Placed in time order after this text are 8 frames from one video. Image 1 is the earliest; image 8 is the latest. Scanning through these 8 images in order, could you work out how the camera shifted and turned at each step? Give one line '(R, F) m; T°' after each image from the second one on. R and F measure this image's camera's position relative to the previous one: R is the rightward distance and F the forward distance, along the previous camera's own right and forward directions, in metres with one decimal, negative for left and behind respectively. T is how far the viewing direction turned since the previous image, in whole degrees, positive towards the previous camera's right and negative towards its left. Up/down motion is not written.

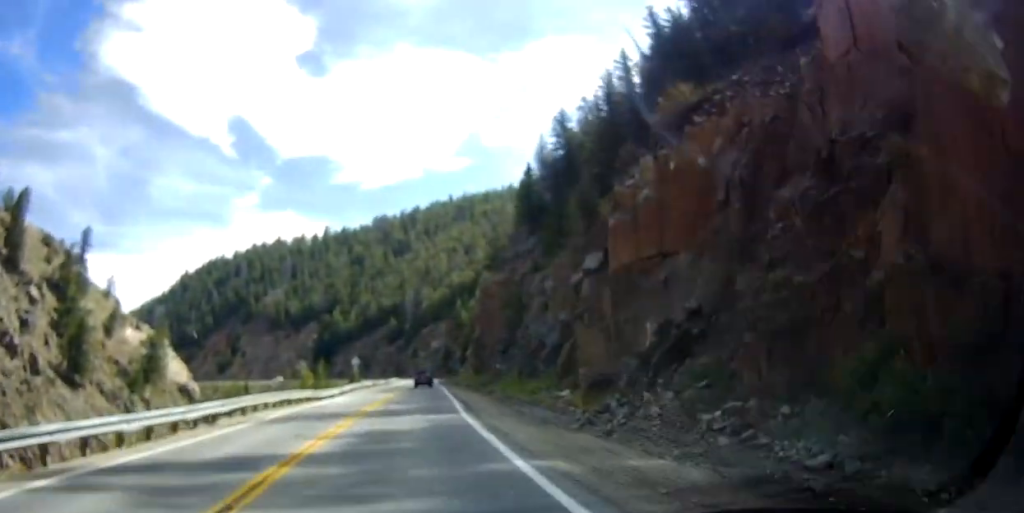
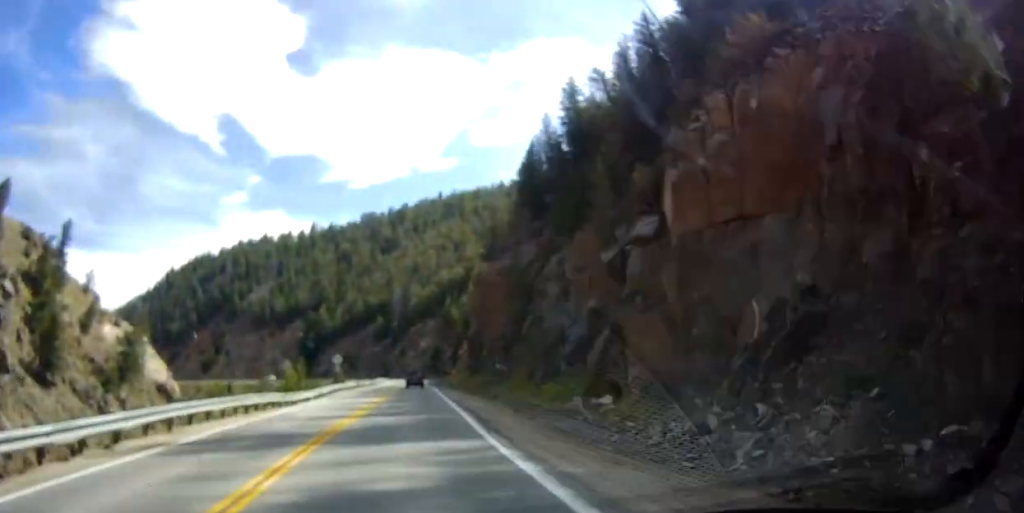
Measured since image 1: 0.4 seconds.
(0.0, +8.1) m; +1°
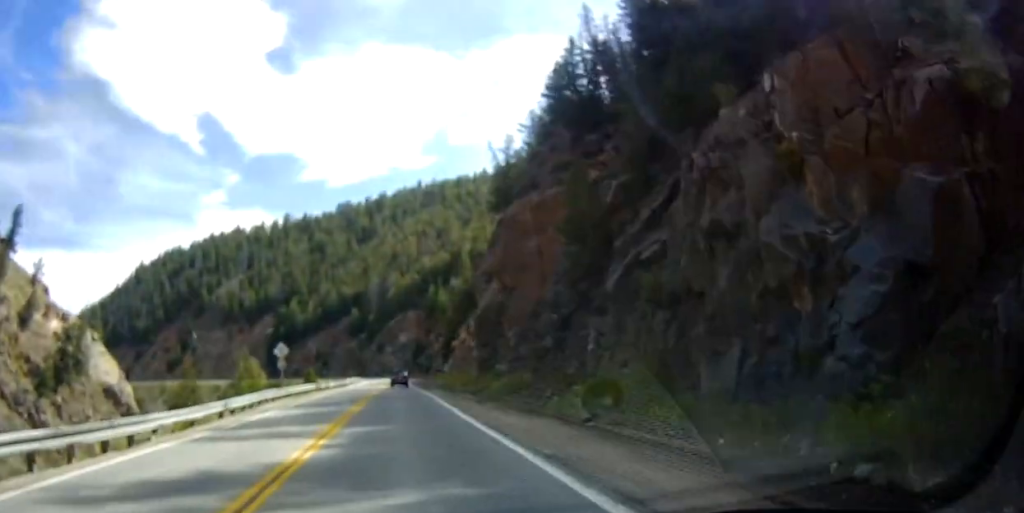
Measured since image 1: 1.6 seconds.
(+0.6, +23.3) m; +3°
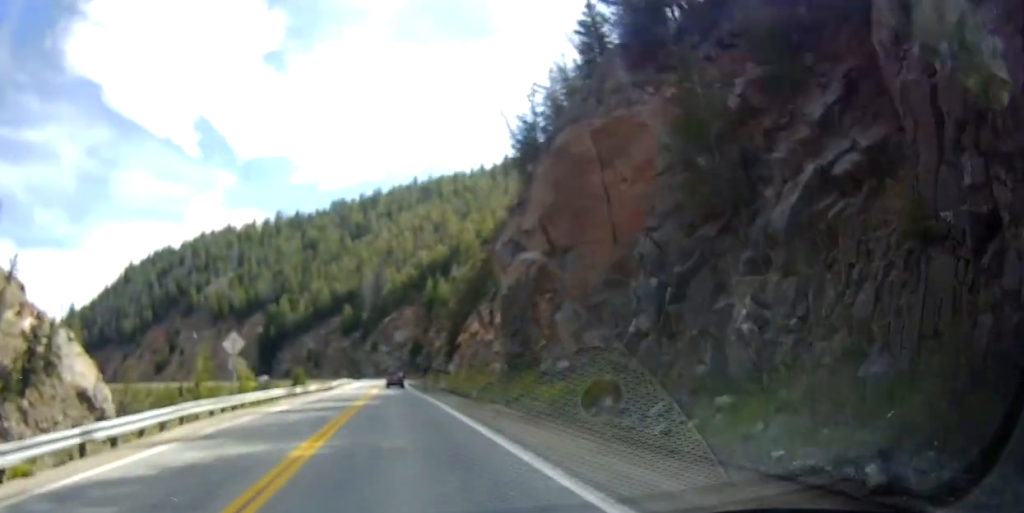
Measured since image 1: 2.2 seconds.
(+0.5, +12.5) m; +1°
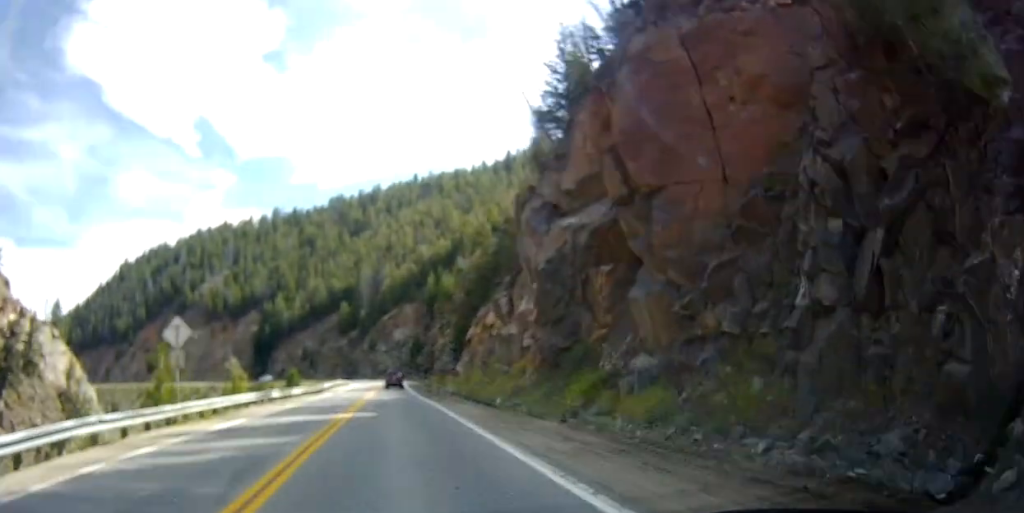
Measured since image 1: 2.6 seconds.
(-0.2, +8.7) m; -1°
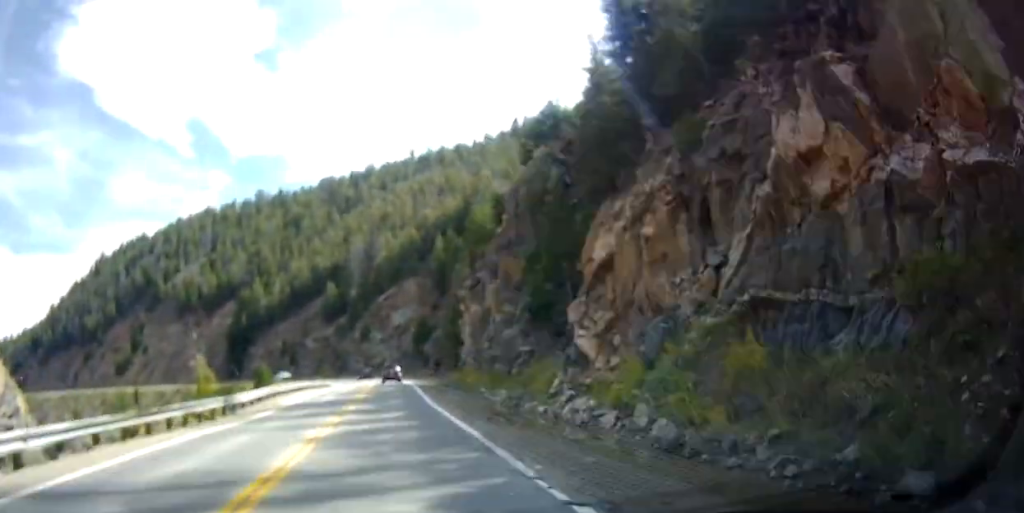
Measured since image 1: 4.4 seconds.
(-0.4, +36.3) m; -1°
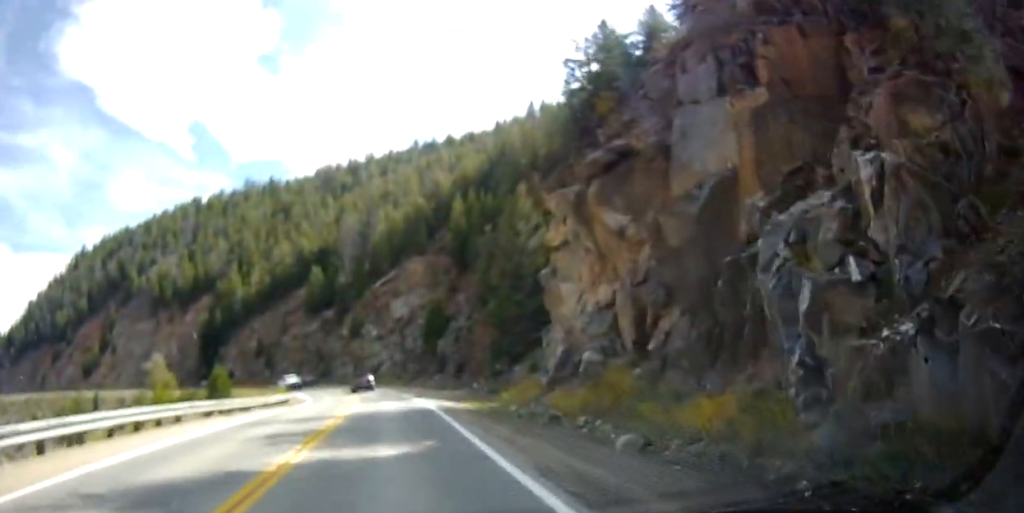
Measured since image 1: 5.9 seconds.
(-0.2, +31.1) m; -1°
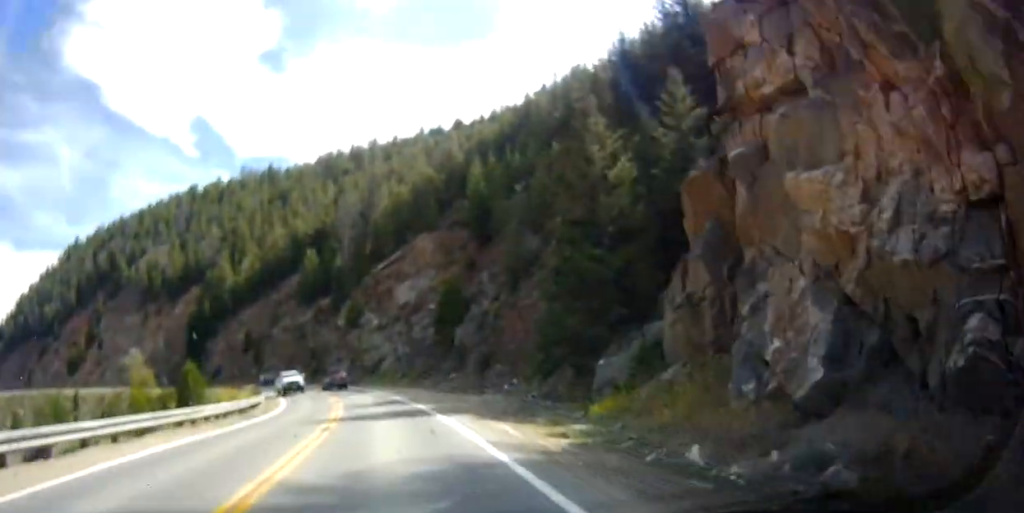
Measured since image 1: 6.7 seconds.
(0.0, +15.4) m; 0°
